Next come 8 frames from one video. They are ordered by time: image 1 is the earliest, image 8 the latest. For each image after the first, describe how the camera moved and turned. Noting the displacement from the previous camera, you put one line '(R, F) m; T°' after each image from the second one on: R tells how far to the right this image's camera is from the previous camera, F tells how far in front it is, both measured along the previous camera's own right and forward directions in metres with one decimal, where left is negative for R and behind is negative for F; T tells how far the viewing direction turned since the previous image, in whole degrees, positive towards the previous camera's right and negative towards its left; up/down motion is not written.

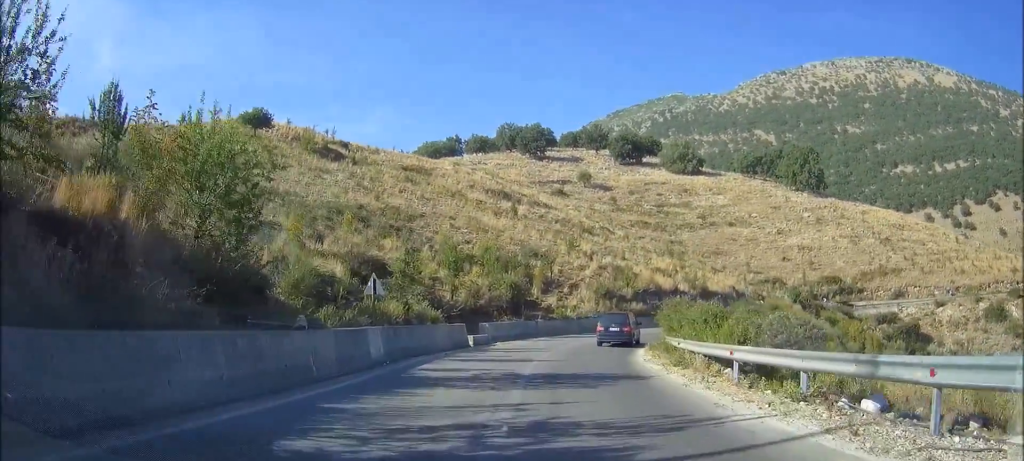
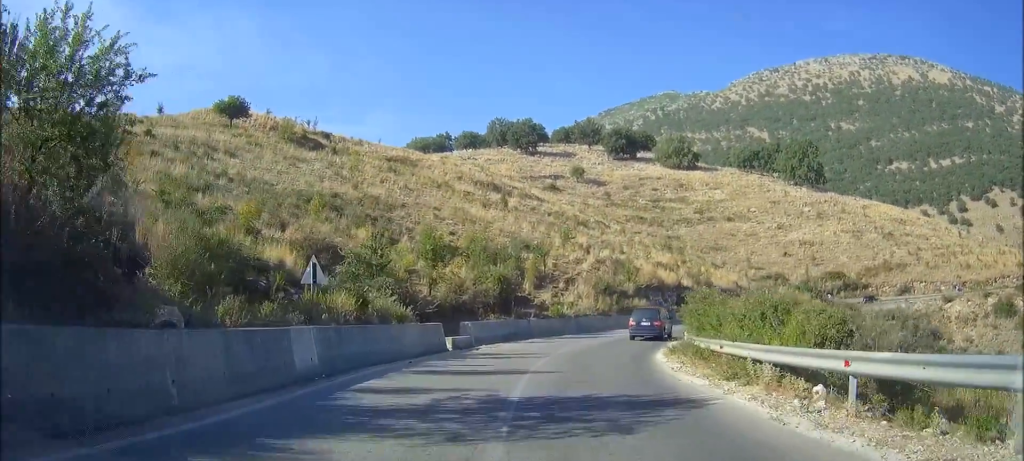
(0.0, +5.9) m; 0°
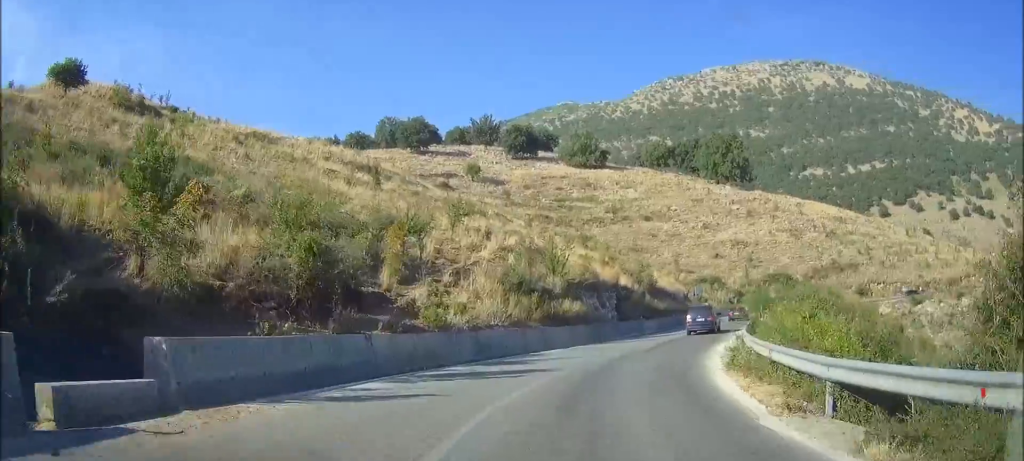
(+0.5, +20.2) m; +16°
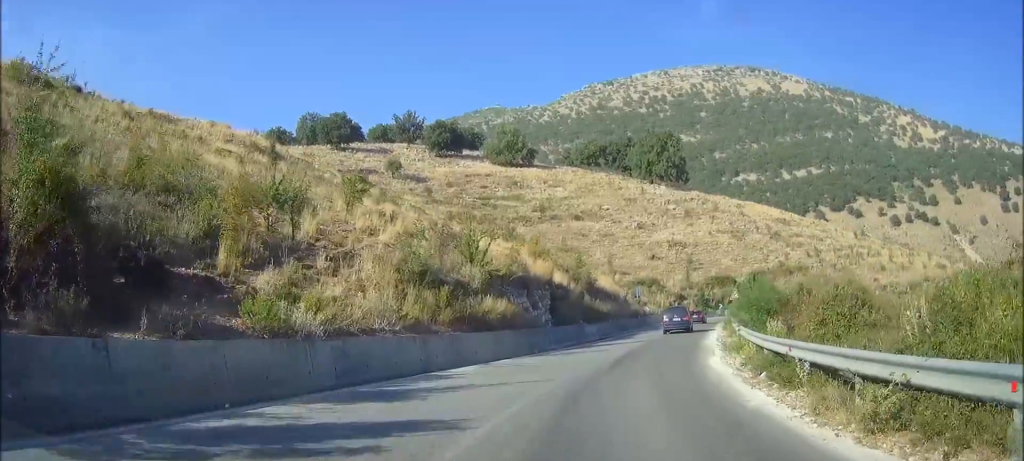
(+2.0, +8.2) m; +13°
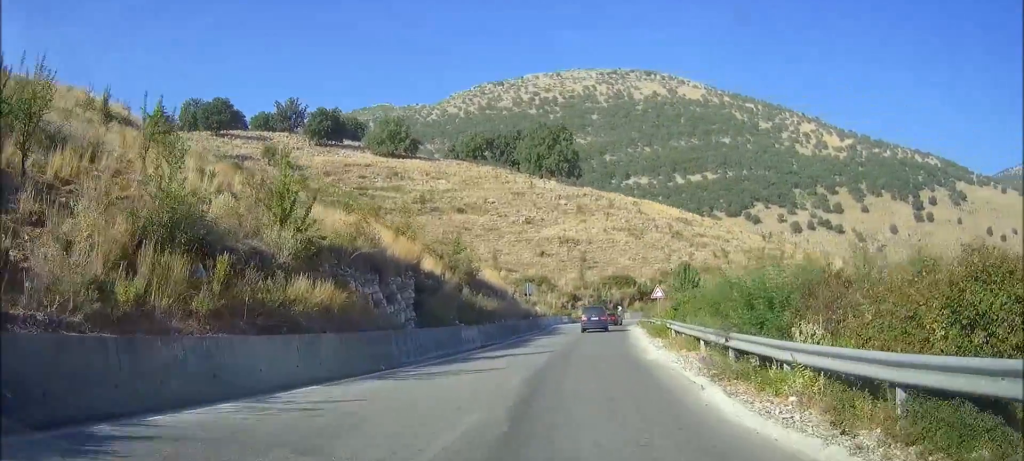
(+0.6, +10.0) m; +4°
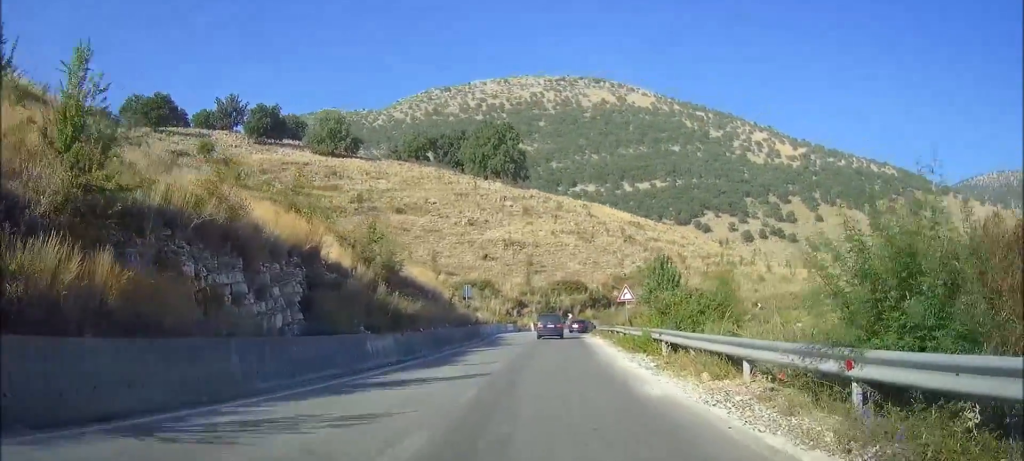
(0.0, +7.6) m; 0°
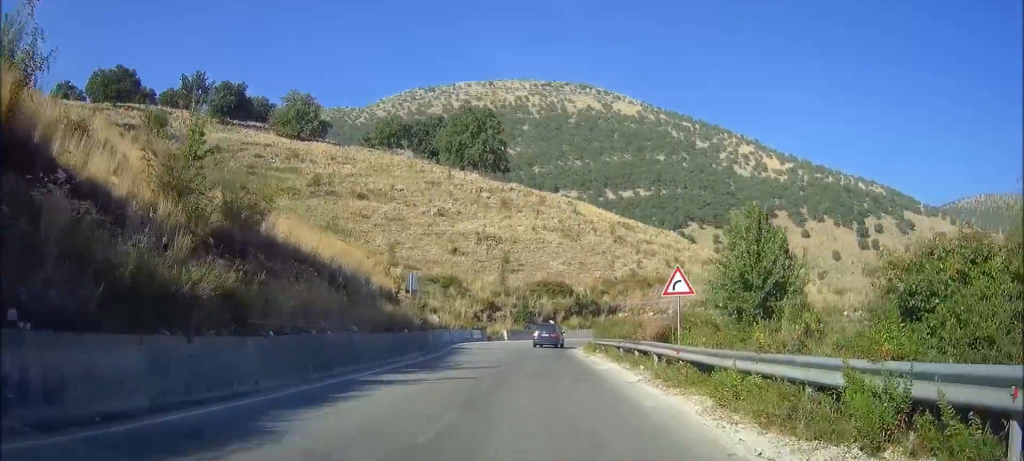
(0.0, +14.6) m; 0°
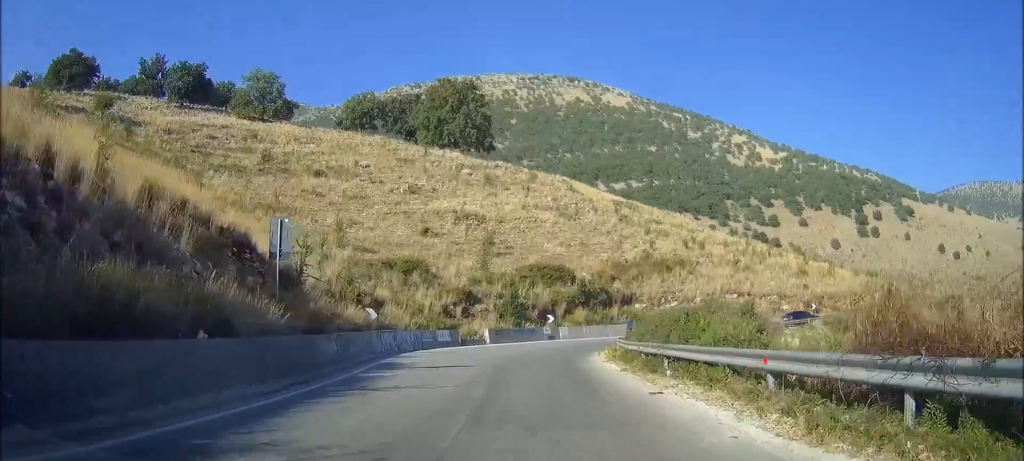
(0.0, +16.8) m; 0°
